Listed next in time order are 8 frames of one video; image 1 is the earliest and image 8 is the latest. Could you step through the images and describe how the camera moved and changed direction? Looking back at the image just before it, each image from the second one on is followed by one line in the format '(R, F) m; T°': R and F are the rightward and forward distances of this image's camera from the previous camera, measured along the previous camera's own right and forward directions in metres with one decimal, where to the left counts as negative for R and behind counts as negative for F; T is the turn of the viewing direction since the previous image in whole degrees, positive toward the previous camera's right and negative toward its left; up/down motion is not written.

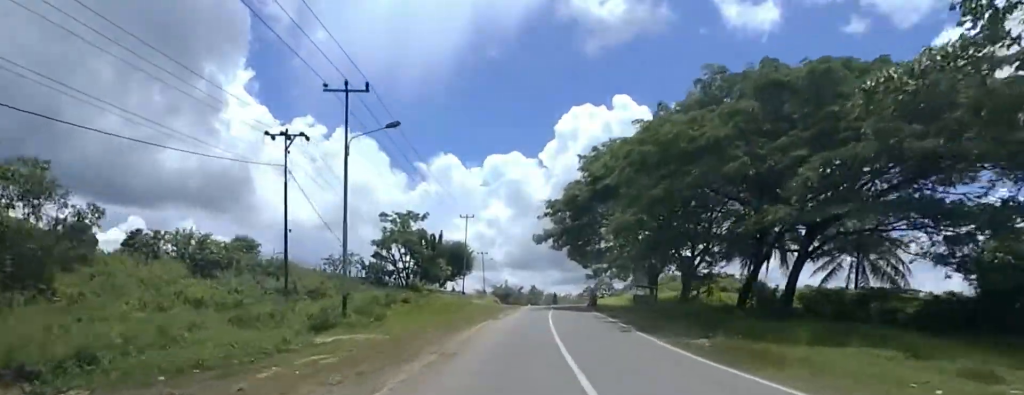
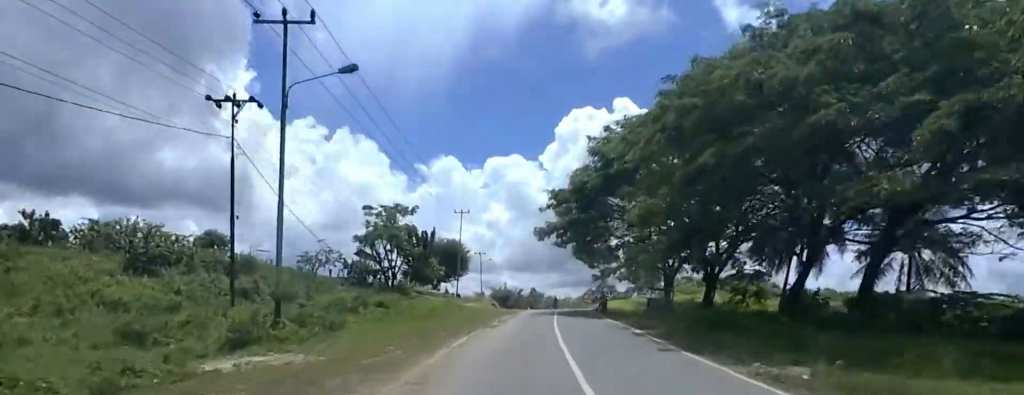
(-0.1, +5.9) m; 0°
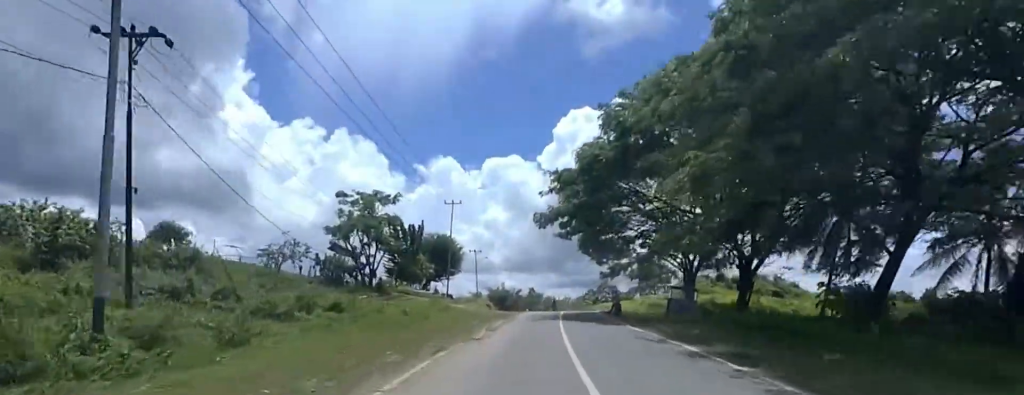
(-0.2, +6.7) m; 0°
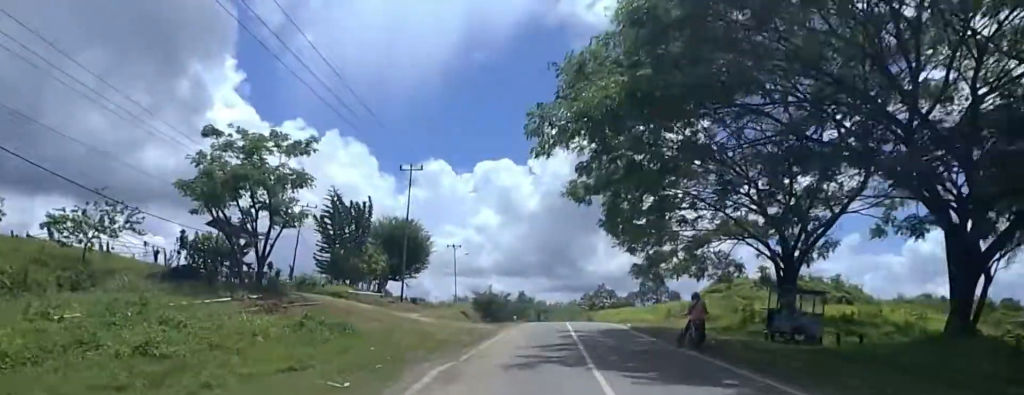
(-0.1, +16.7) m; -1°
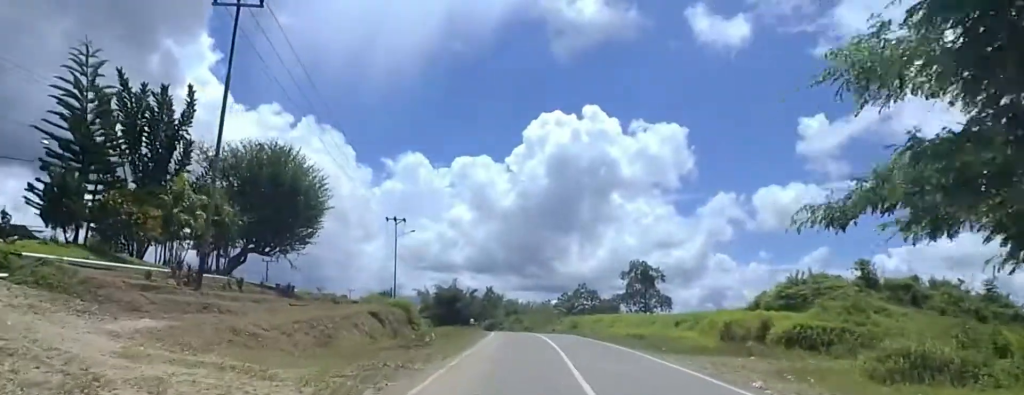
(+1.5, +22.2) m; +5°
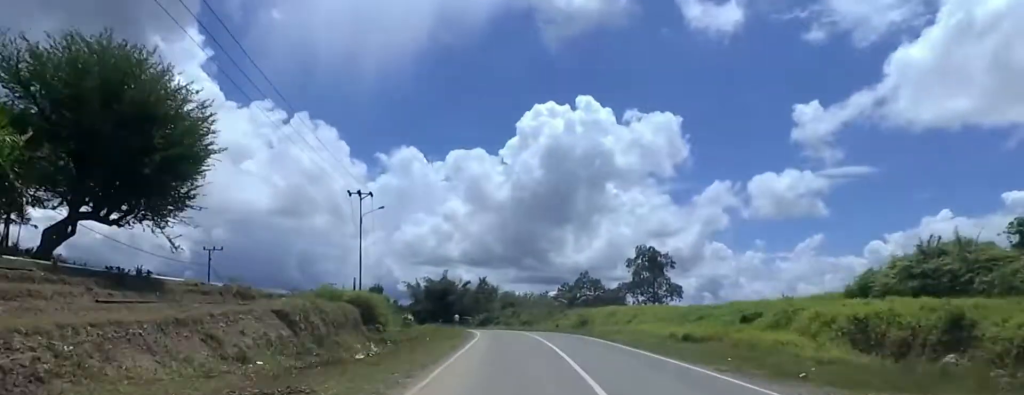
(-0.6, +12.1) m; -3°
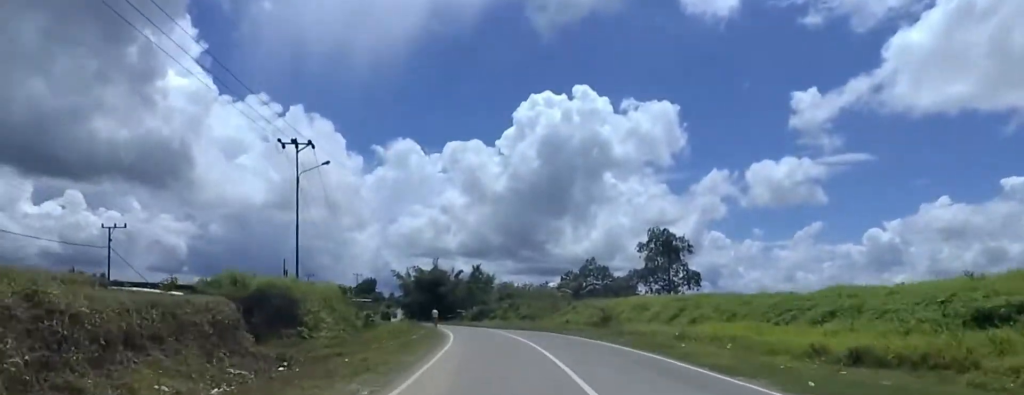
(0.0, +13.9) m; -1°
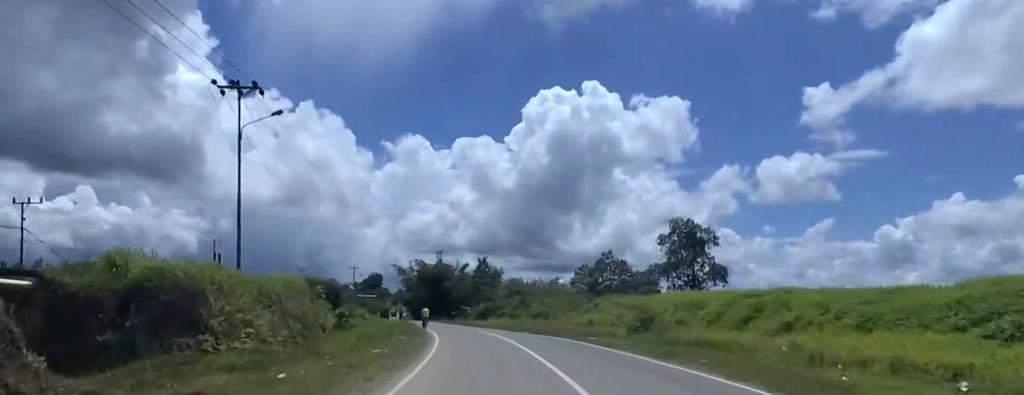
(-0.1, +9.3) m; -2°
